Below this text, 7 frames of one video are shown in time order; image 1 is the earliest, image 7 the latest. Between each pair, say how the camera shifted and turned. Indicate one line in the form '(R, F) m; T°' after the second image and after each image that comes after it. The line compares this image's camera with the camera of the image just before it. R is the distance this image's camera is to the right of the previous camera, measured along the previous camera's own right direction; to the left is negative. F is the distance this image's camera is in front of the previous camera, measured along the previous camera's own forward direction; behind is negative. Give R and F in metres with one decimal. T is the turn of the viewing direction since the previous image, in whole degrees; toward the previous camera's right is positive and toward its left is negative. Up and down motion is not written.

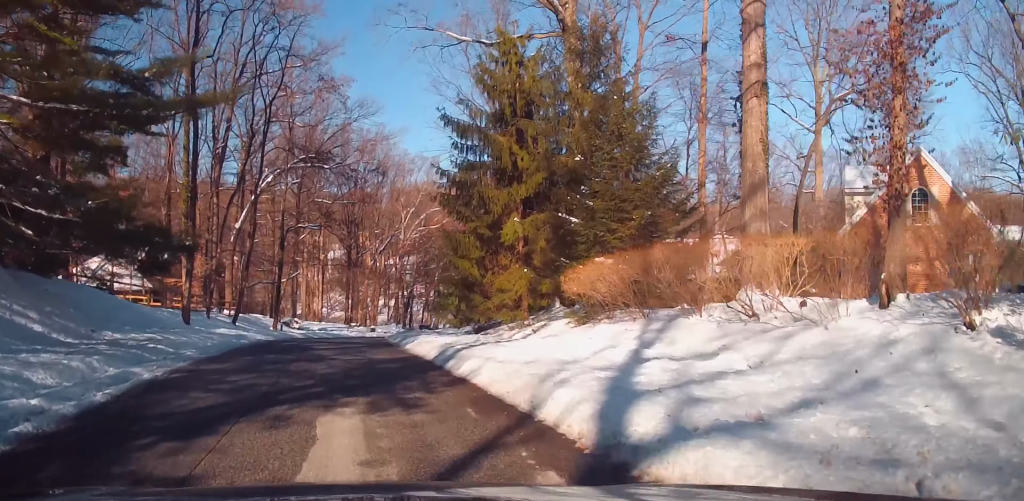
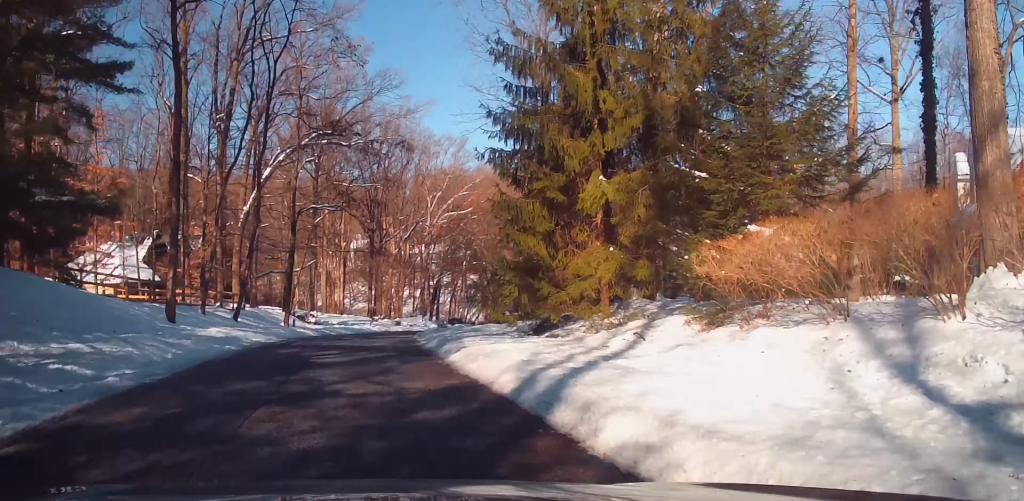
(+0.1, +6.5) m; -1°
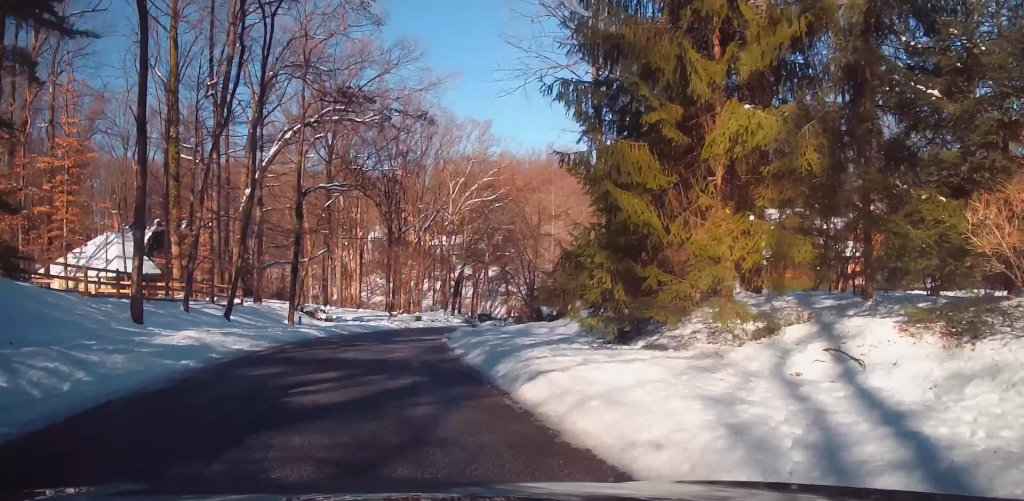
(0.0, +6.1) m; -2°
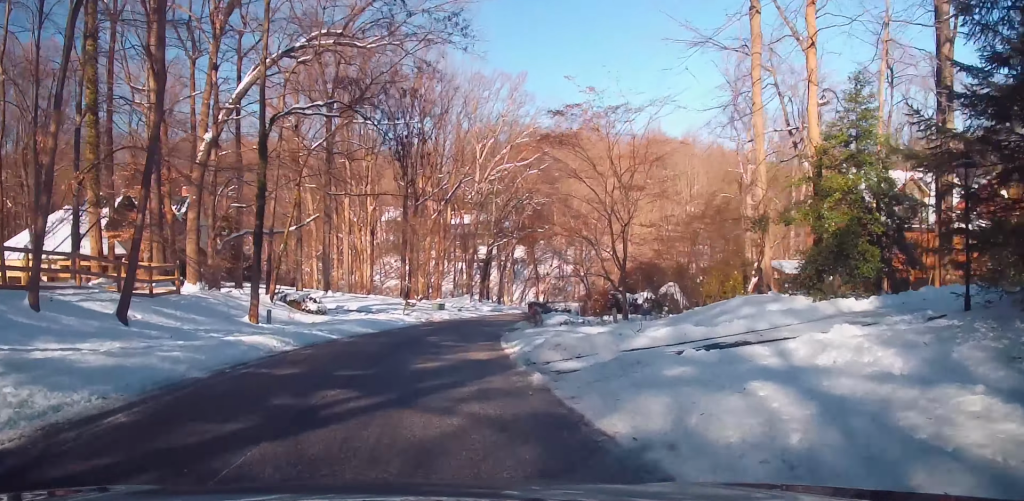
(-0.7, +13.7) m; -4°
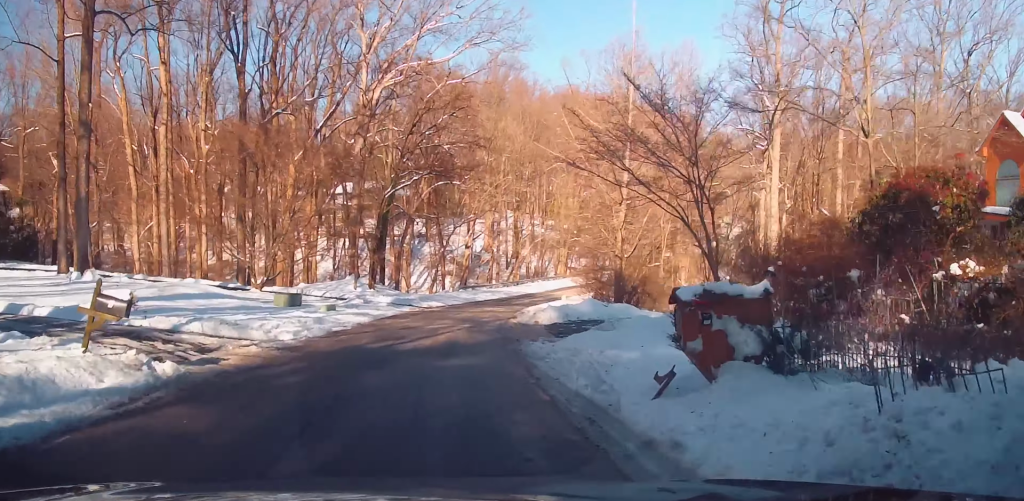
(+0.8, +29.2) m; +8°
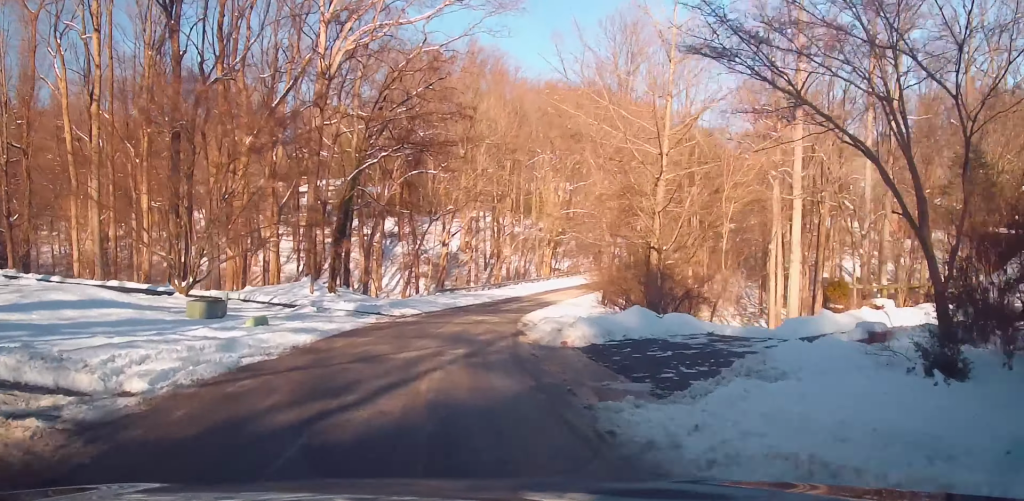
(+0.1, +7.6) m; +5°
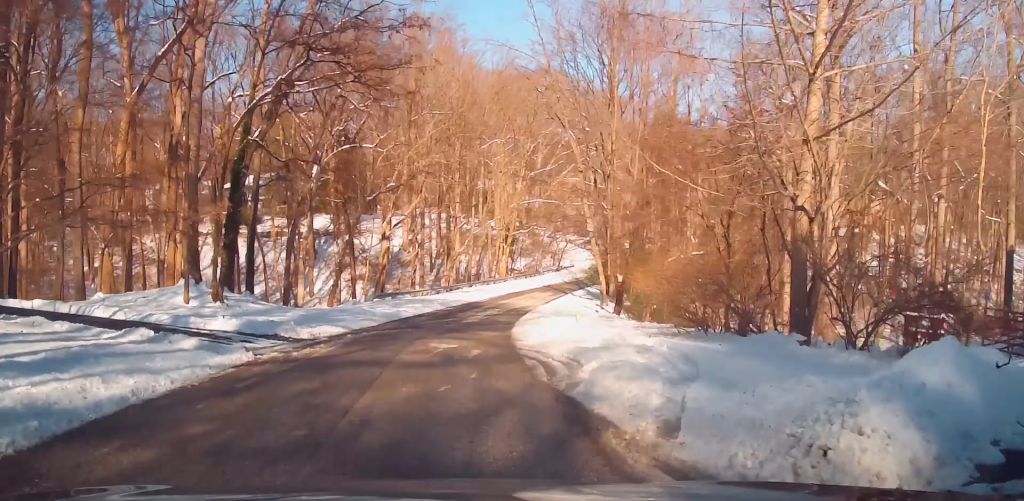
(+0.7, +12.1) m; +9°
